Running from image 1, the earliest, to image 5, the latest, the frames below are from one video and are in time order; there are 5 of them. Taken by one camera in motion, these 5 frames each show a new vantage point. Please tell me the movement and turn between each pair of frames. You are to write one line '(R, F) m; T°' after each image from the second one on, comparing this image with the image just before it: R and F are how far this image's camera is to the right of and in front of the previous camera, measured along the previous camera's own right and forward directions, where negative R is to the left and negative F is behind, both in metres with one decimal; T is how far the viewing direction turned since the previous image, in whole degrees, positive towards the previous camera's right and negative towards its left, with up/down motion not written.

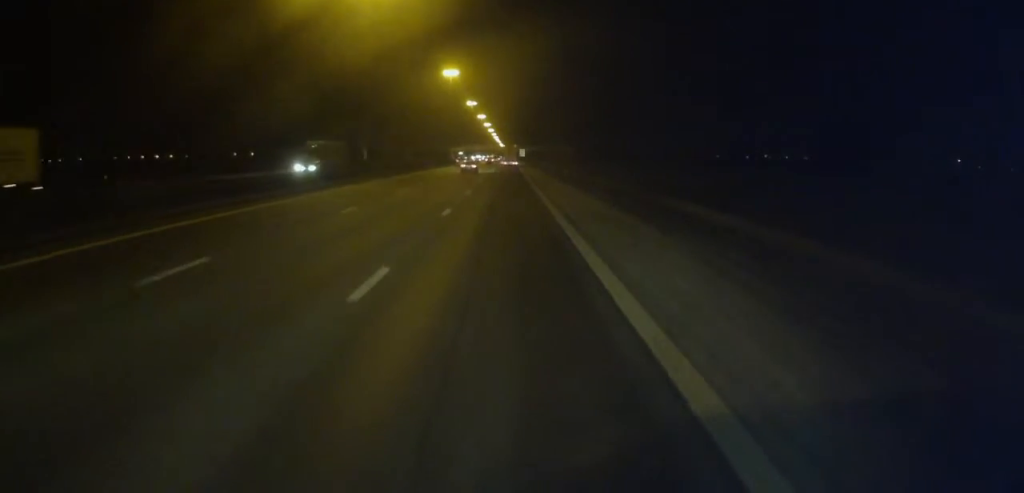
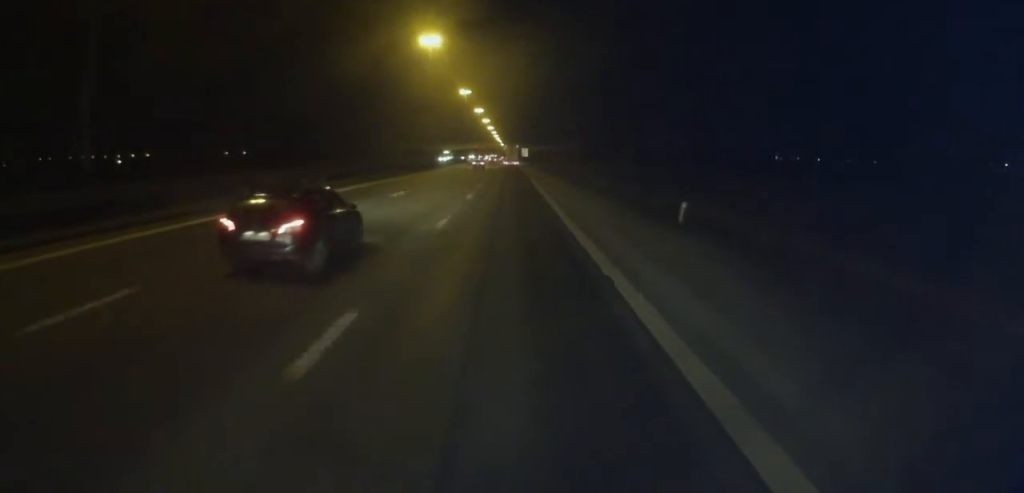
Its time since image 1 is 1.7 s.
(+0.4, +40.7) m; +1°
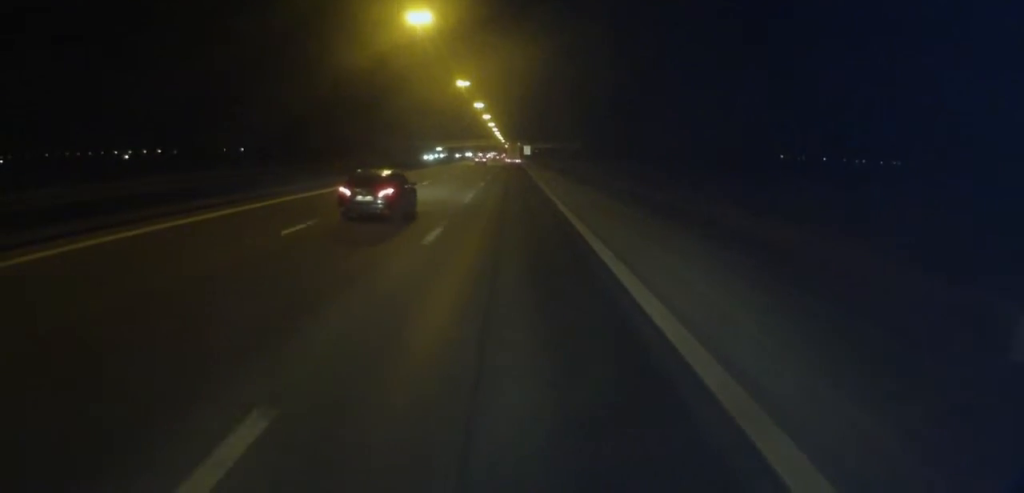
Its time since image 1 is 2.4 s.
(0.0, +15.6) m; 0°
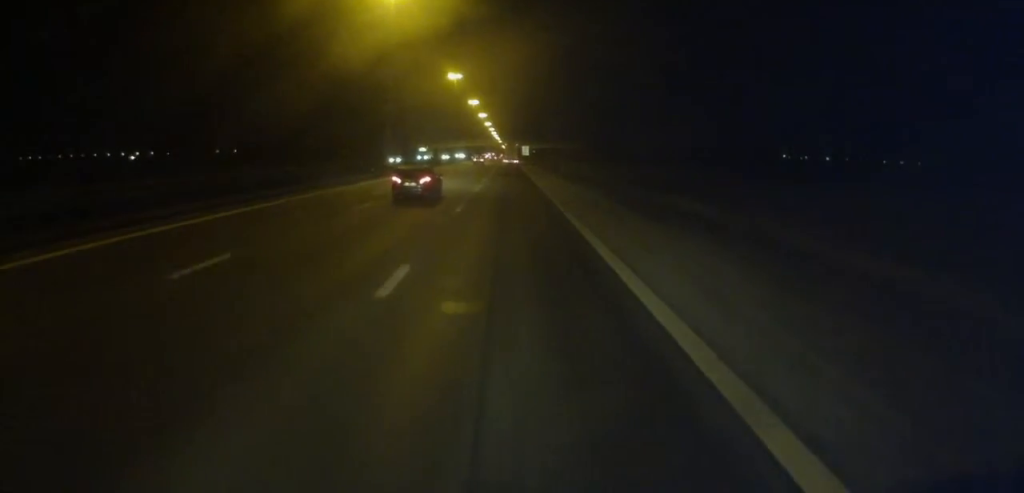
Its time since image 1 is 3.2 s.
(0.0, +18.0) m; 0°
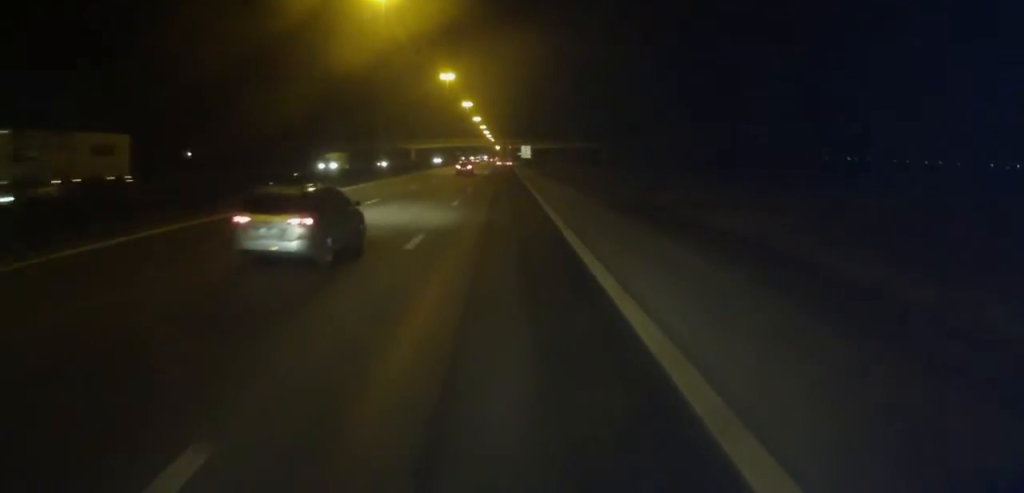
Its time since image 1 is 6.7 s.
(-0.1, +82.8) m; 0°
